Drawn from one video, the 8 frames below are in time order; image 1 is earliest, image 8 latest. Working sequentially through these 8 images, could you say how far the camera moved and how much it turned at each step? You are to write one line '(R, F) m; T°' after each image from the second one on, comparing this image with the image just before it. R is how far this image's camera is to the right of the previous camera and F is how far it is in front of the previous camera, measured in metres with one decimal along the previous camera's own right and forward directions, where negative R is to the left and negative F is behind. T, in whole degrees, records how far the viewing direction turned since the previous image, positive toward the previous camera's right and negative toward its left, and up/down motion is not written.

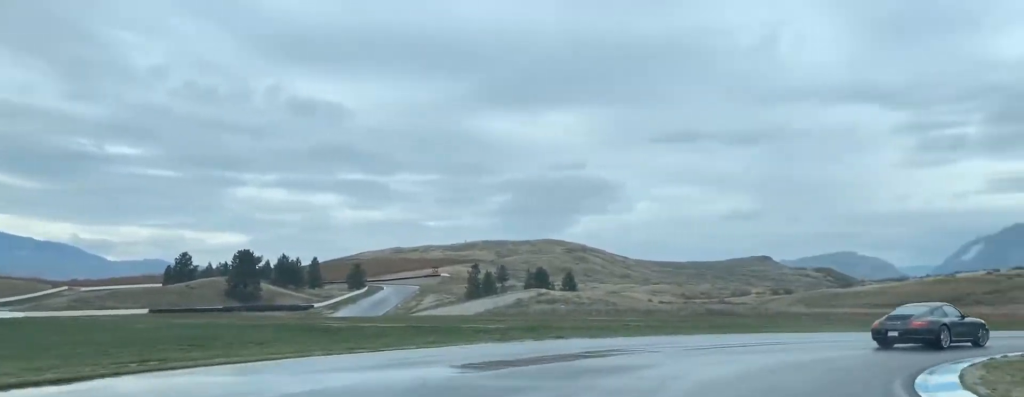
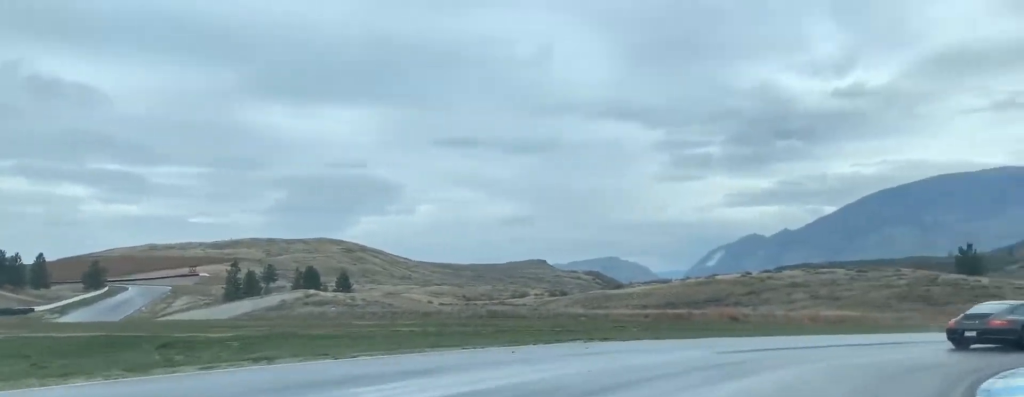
(+1.9, +10.9) m; +17°
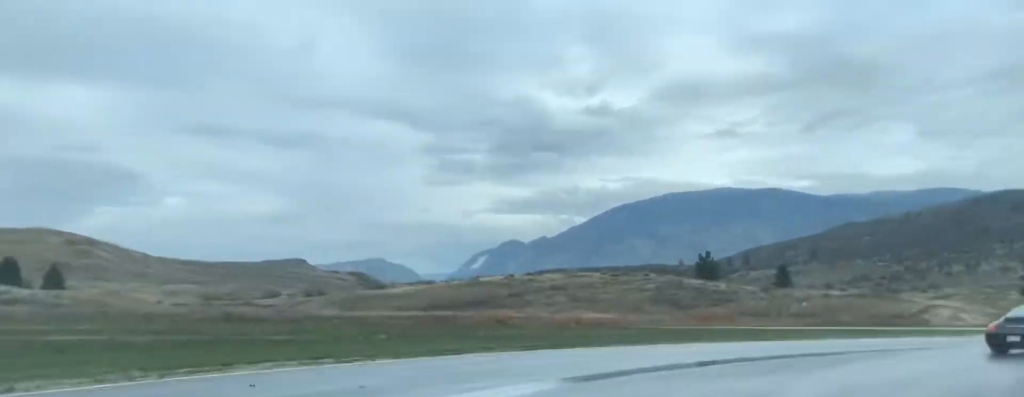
(+1.5, +9.6) m; +15°
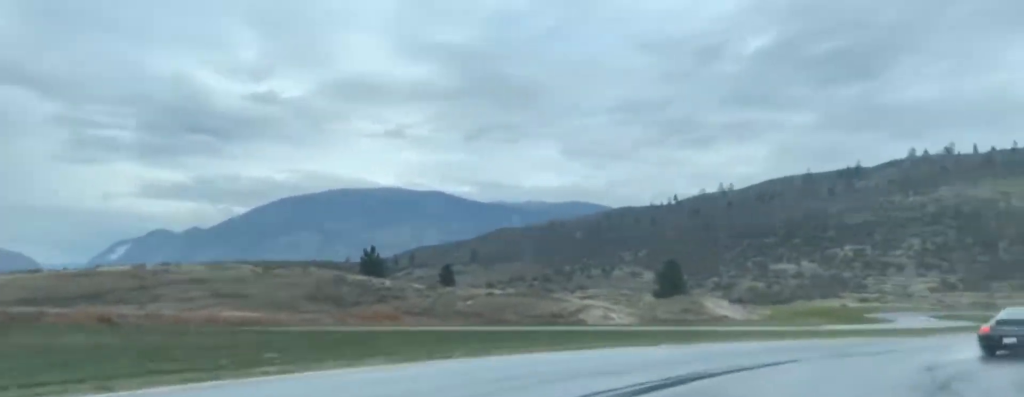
(+1.7, +12.2) m; +19°
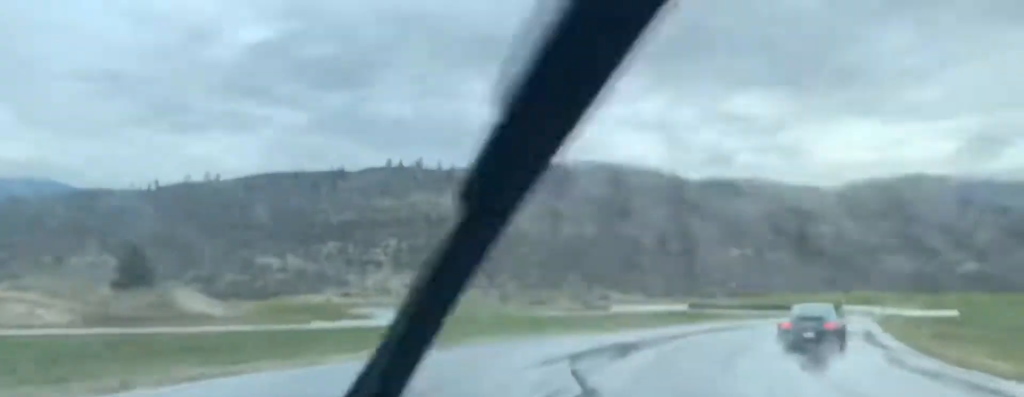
(+5.0, +17.8) m; +28°
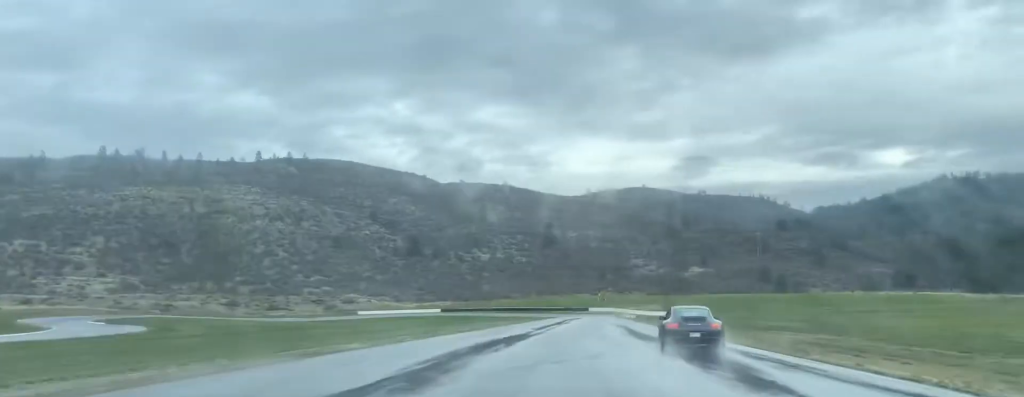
(+3.9, +18.6) m; +16°
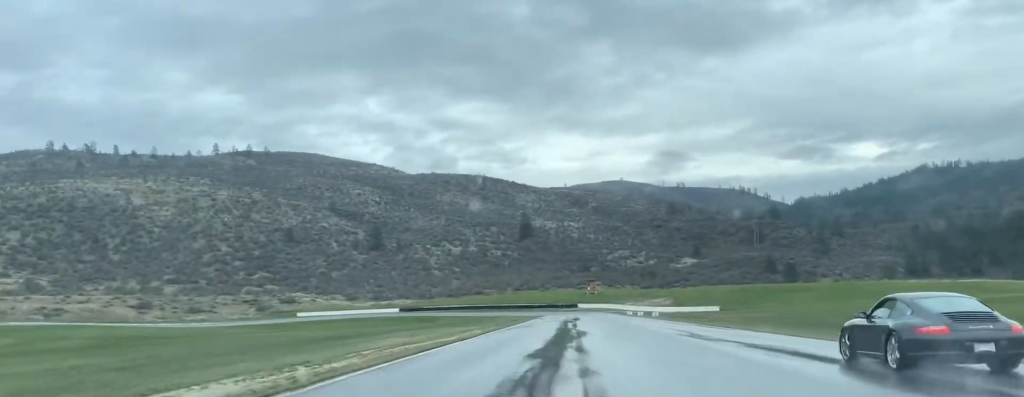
(+3.2, +45.0) m; +5°
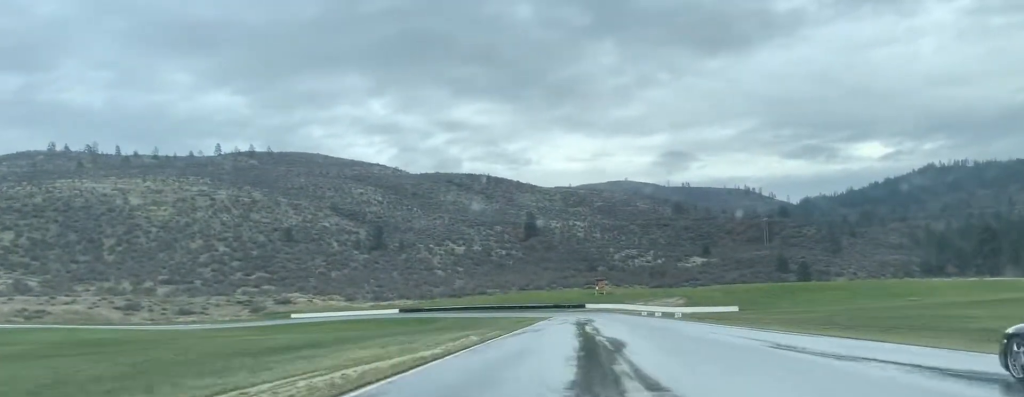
(-0.1, +9.7) m; +1°
